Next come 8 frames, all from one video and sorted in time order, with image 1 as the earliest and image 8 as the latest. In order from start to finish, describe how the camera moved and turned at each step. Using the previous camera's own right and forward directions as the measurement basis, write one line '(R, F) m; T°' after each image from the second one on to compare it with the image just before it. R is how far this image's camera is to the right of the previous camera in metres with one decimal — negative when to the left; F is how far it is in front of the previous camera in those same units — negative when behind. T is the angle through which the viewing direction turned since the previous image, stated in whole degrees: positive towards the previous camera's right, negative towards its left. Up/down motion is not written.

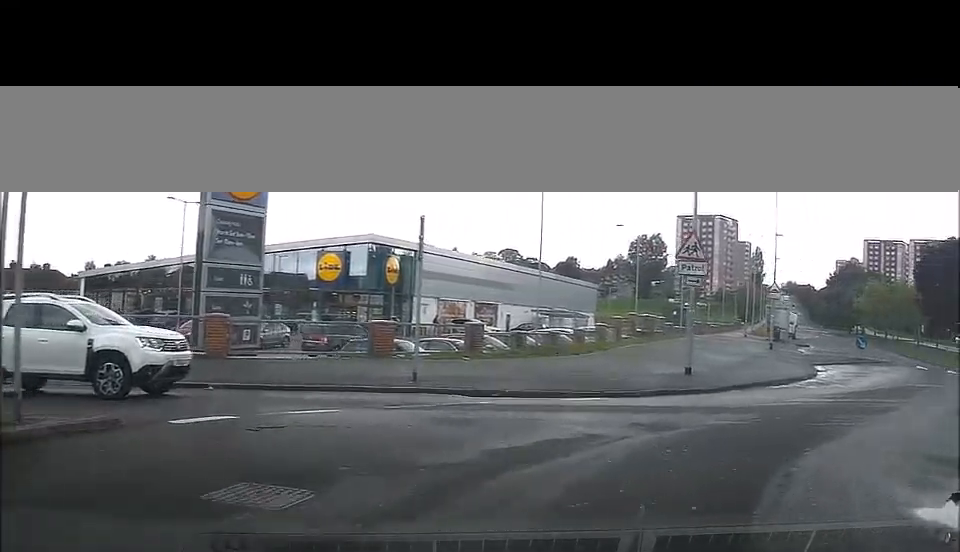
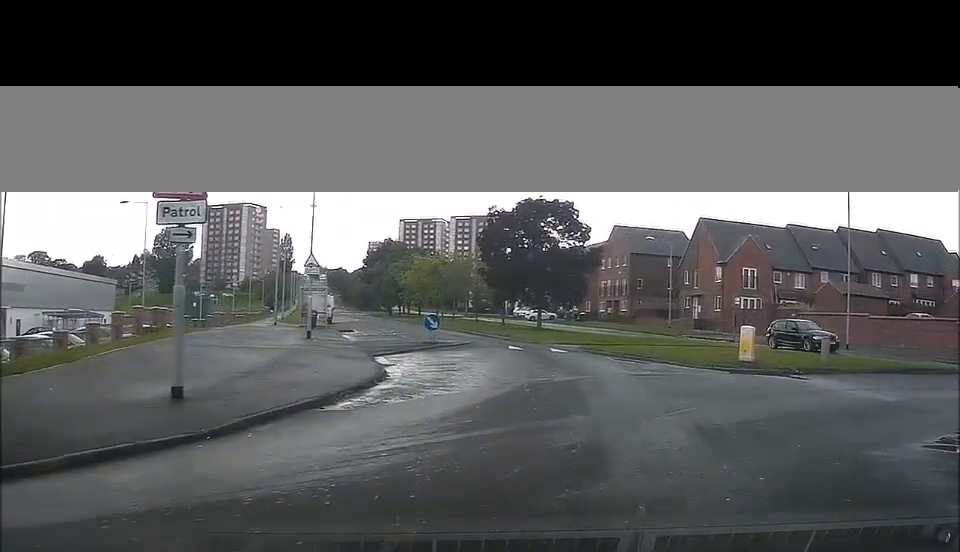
(+2.2, +8.5) m; +23°
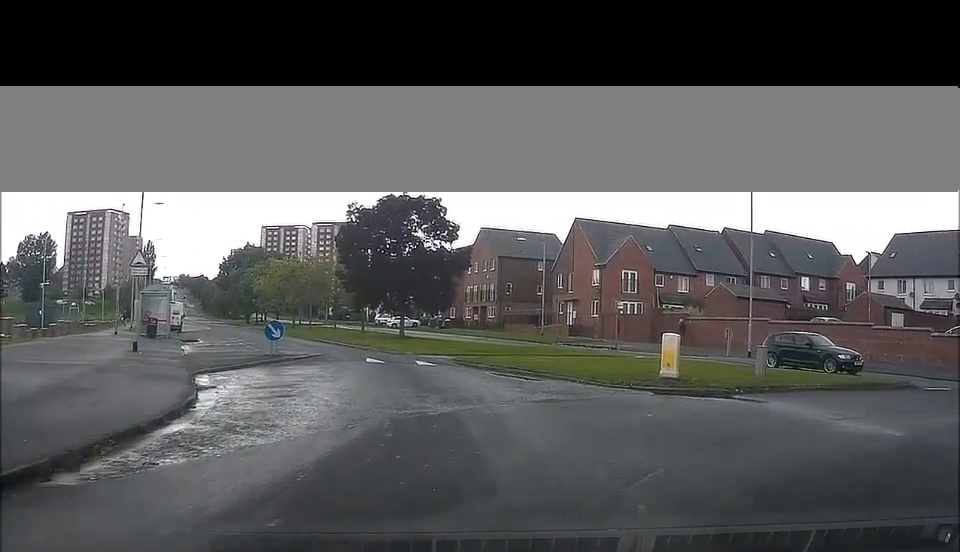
(+0.3, +4.7) m; +9°
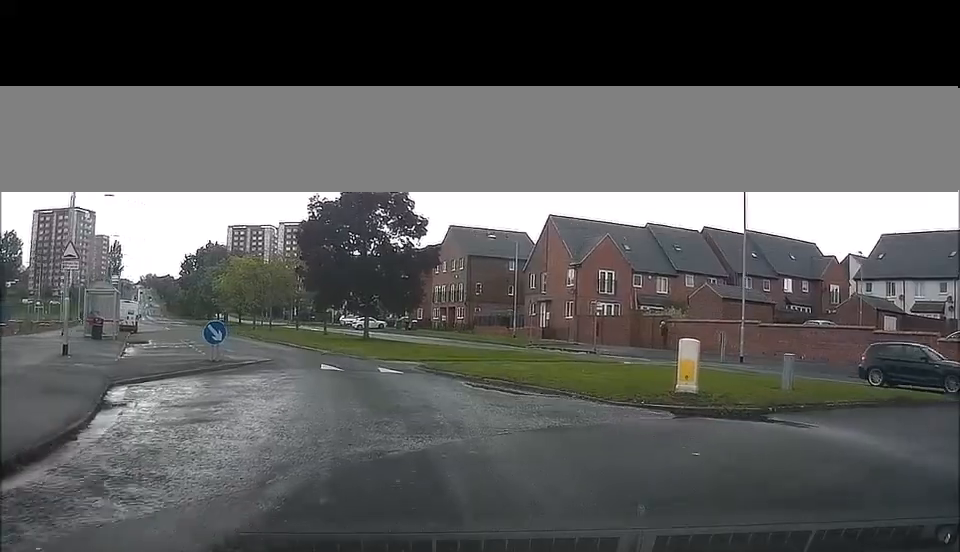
(+0.3, +3.2) m; +4°
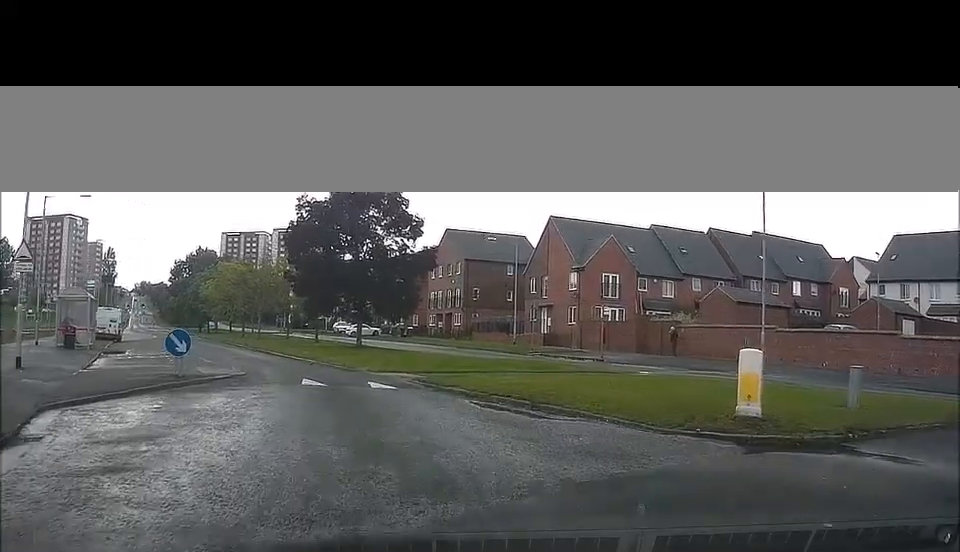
(+0.1, +2.7) m; +3°
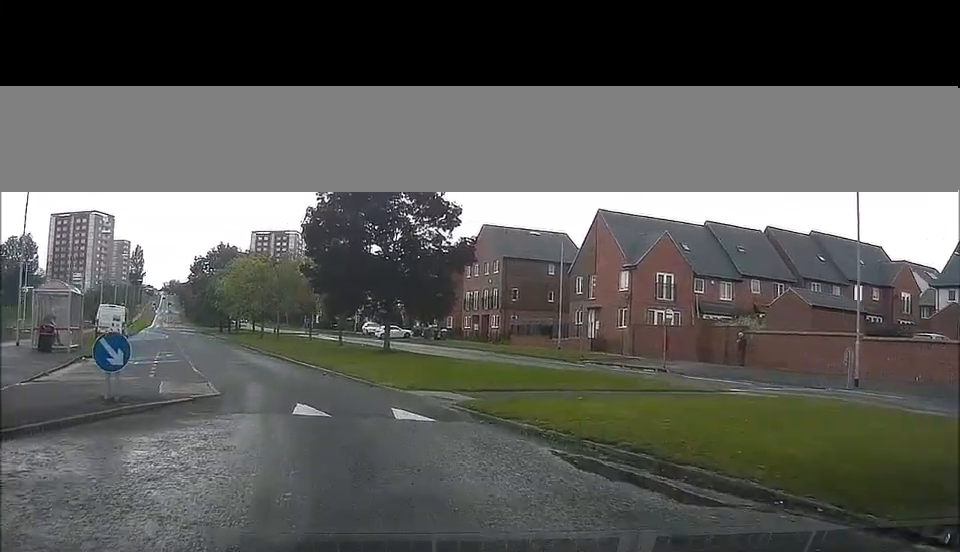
(+0.1, +5.7) m; +1°
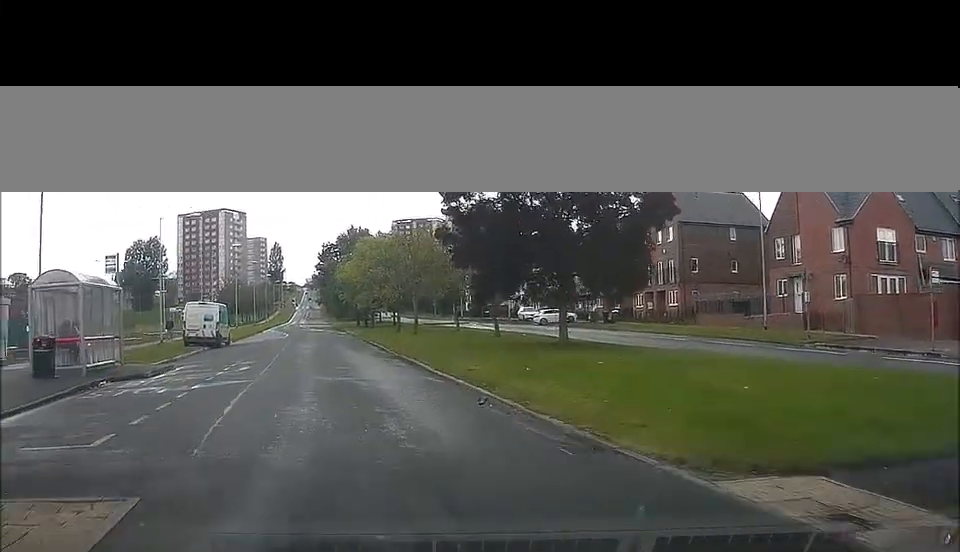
(-0.2, +11.8) m; -5°
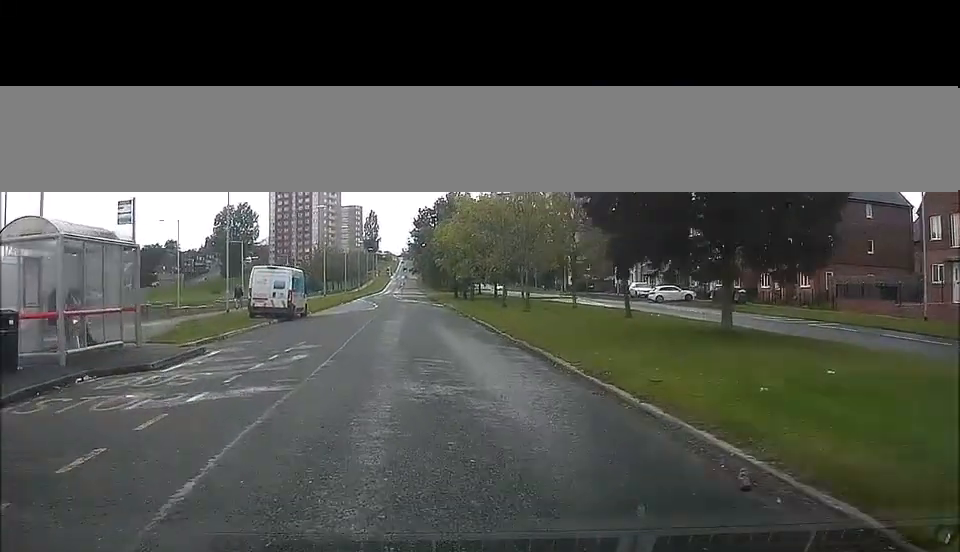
(-0.5, +7.6) m; -6°
